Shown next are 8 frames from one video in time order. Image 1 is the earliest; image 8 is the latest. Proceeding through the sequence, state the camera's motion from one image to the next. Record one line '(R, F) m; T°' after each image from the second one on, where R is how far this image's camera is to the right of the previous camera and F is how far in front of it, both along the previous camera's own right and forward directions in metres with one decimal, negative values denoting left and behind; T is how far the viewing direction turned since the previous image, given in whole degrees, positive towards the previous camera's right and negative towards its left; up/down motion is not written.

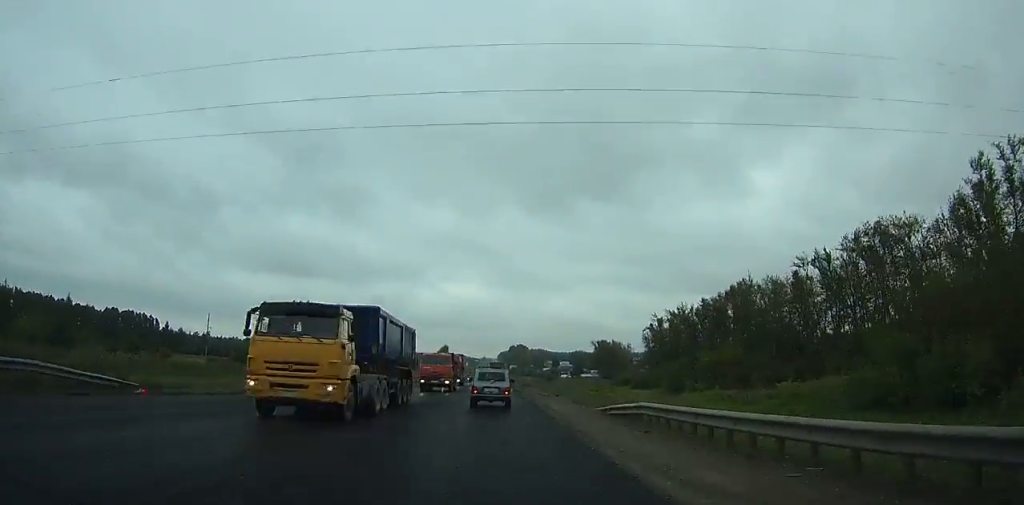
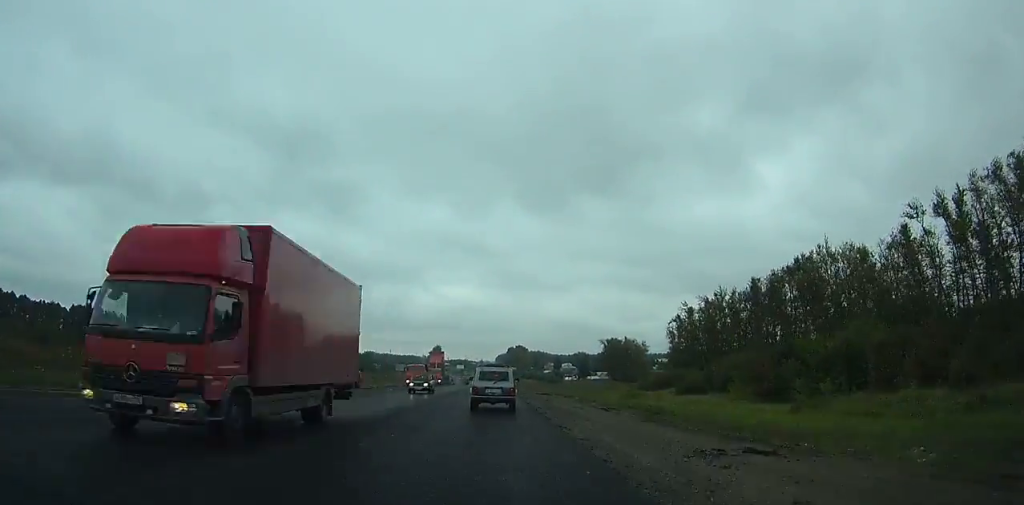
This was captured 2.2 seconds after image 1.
(+0.3, +32.4) m; 0°
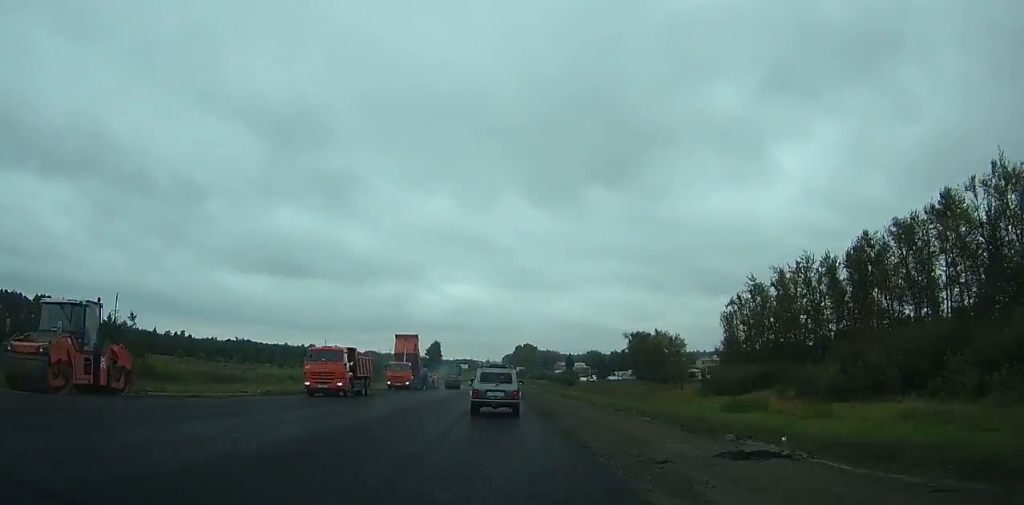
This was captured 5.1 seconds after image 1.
(+0.1, +39.3) m; 0°
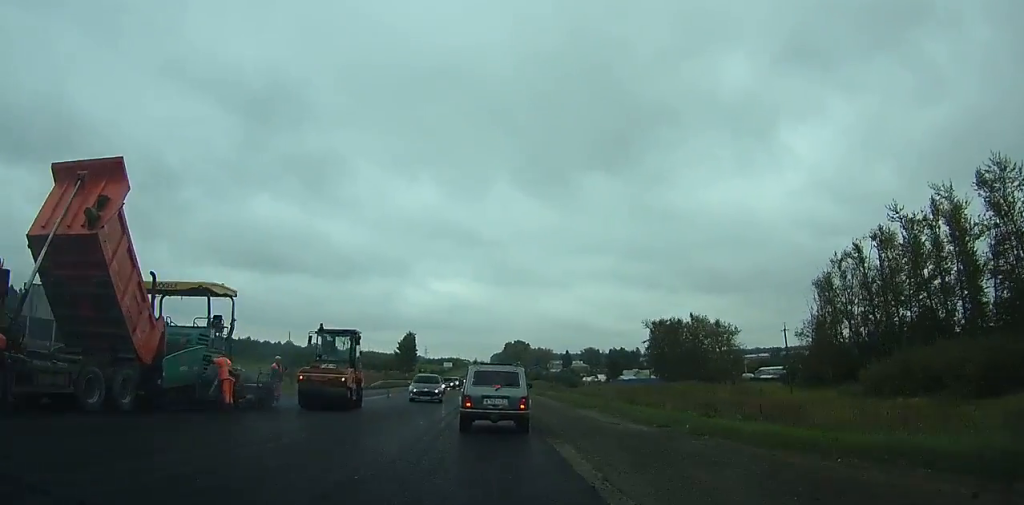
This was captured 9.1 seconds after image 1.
(0.0, +47.6) m; 0°
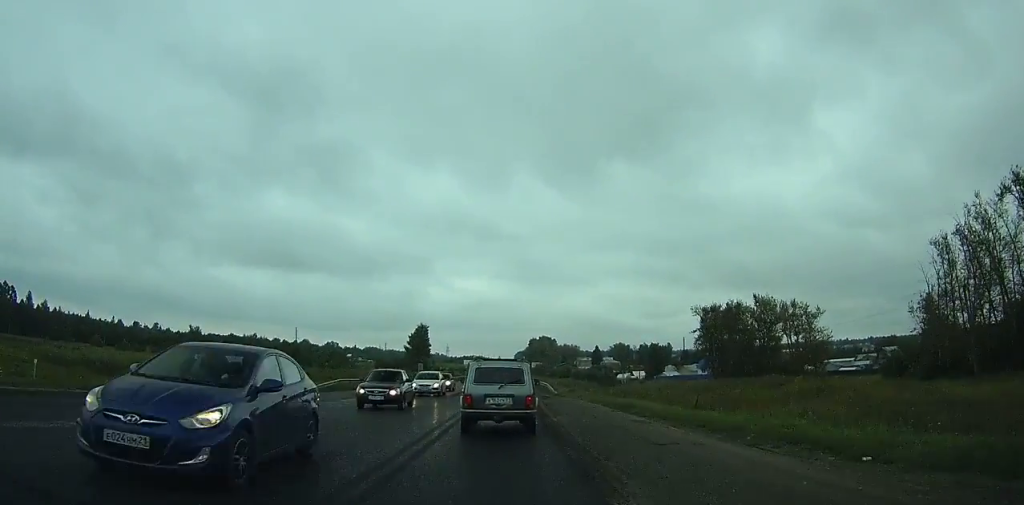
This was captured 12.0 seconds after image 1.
(+0.1, +29.6) m; -1°
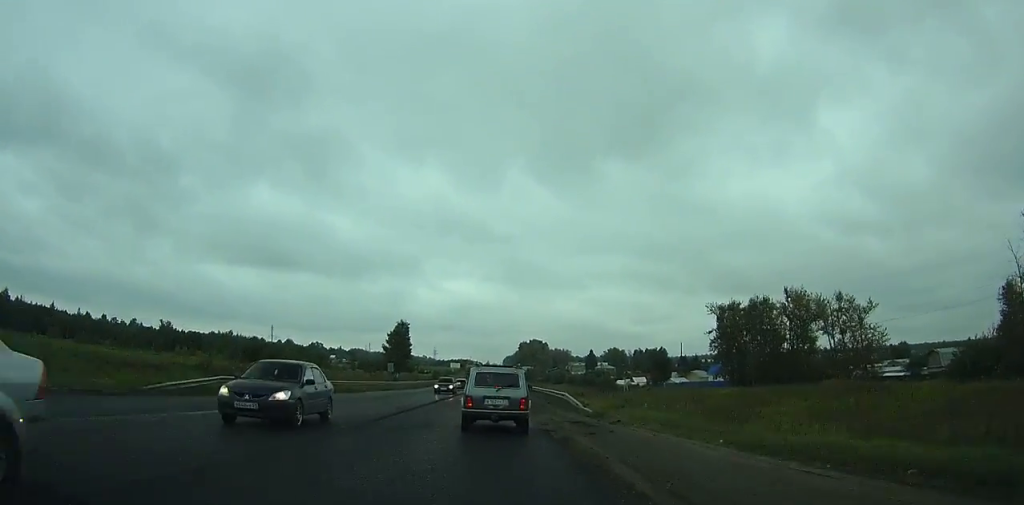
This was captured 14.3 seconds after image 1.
(-0.3, +21.4) m; -1°
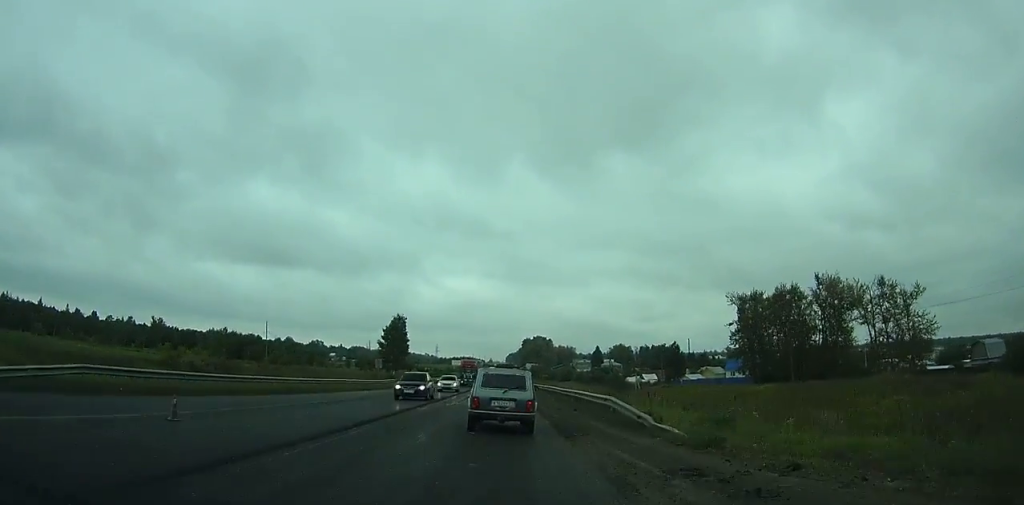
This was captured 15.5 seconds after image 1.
(-0.1, +11.0) m; 0°
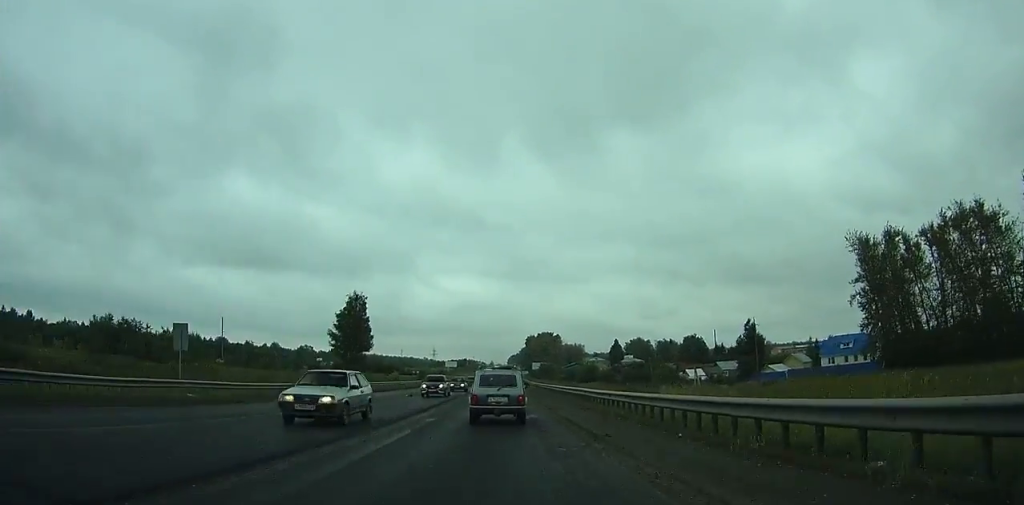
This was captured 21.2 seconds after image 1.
(0.0, +51.6) m; 0°
